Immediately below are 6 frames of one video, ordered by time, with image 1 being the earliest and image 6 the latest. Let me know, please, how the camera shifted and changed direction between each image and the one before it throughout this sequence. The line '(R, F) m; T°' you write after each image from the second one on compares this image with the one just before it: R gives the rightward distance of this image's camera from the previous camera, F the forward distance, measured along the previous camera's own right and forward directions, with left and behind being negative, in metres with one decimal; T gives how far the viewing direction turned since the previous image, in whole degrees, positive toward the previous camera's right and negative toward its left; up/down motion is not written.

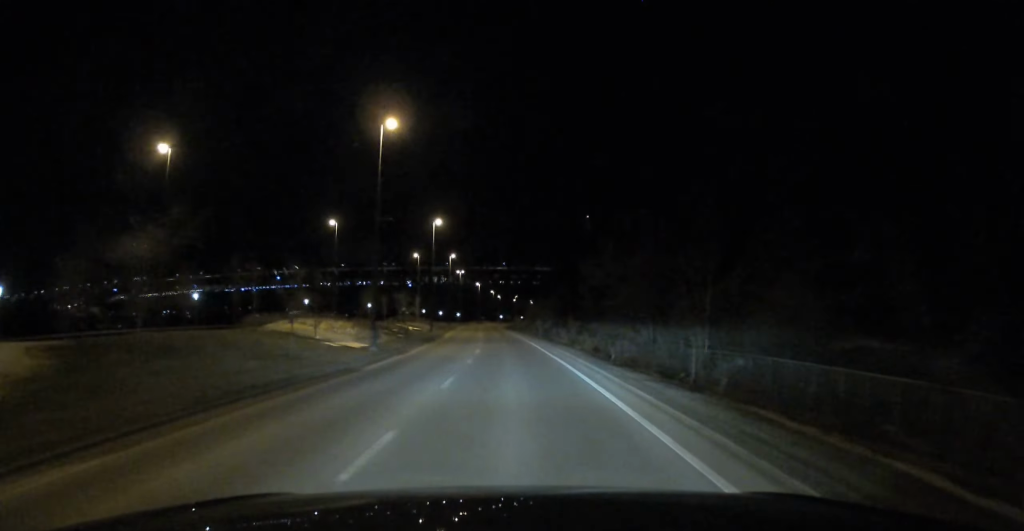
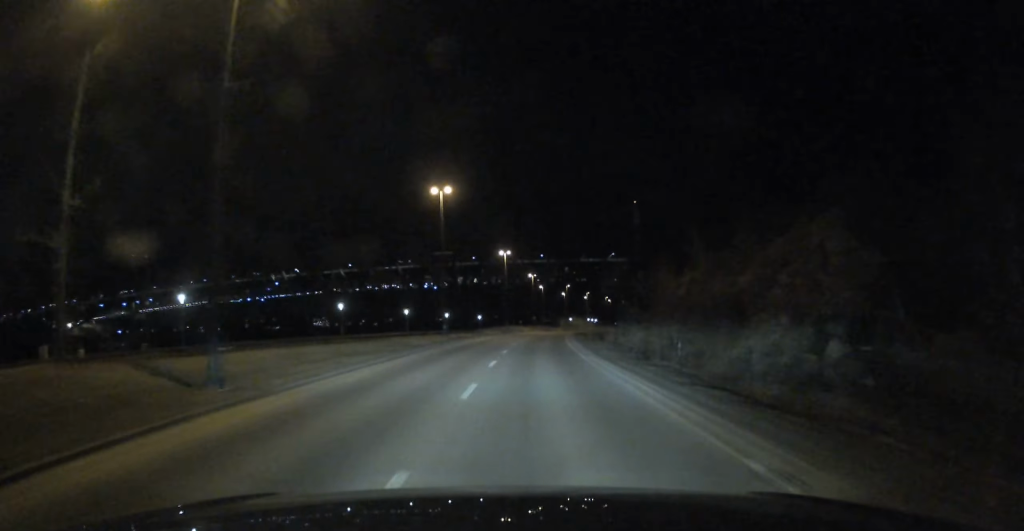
(-3.1, +99.6) m; -1°
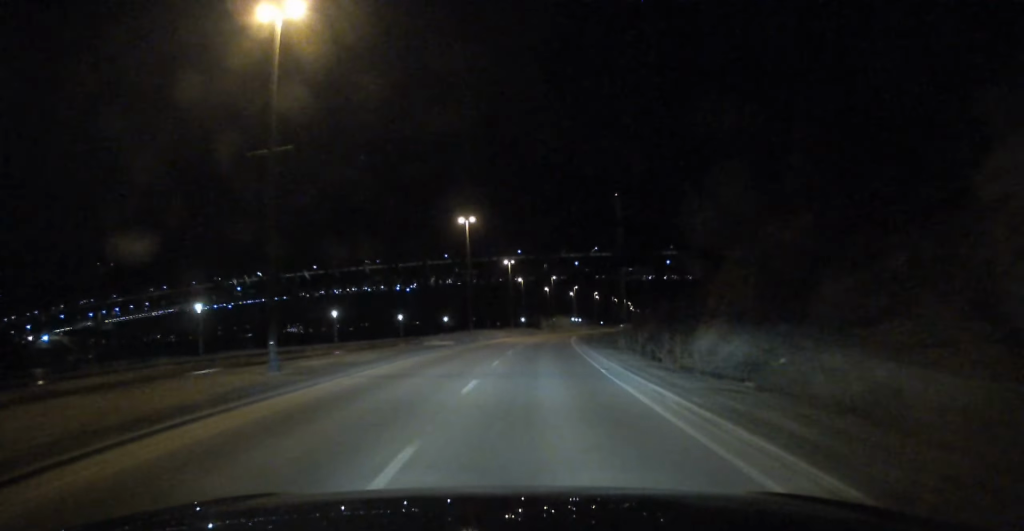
(+0.5, +35.4) m; +2°
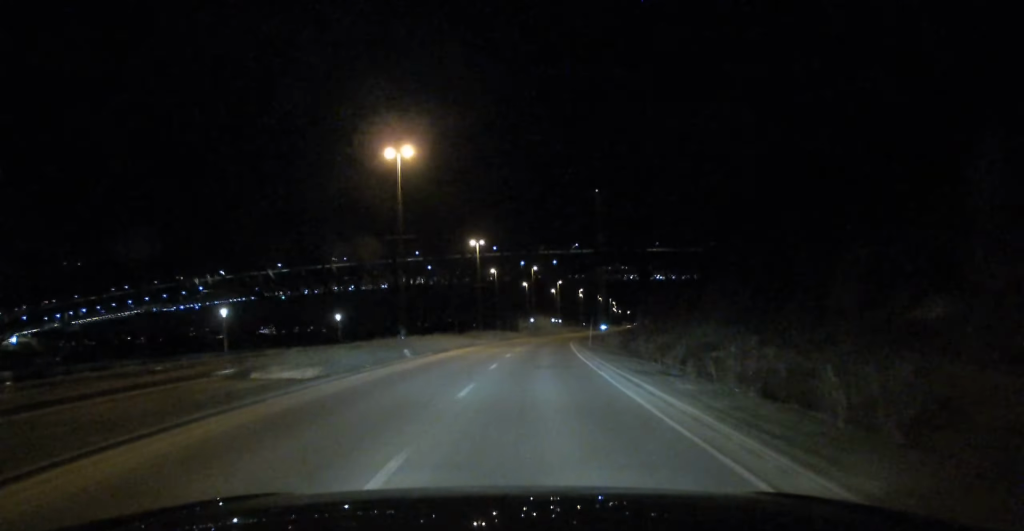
(+0.2, +29.0) m; +2°
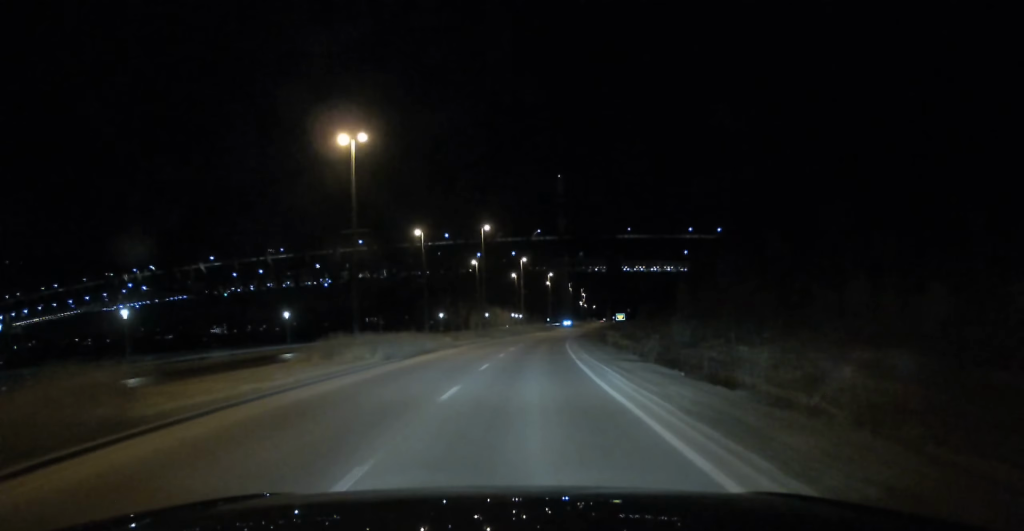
(+1.3, +47.3) m; +3°
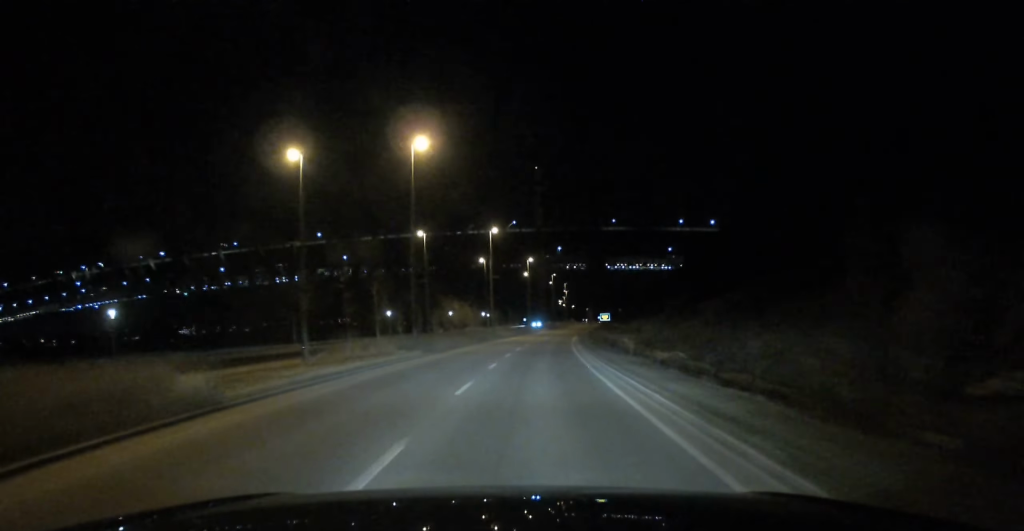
(+0.9, +35.0) m; +2°
